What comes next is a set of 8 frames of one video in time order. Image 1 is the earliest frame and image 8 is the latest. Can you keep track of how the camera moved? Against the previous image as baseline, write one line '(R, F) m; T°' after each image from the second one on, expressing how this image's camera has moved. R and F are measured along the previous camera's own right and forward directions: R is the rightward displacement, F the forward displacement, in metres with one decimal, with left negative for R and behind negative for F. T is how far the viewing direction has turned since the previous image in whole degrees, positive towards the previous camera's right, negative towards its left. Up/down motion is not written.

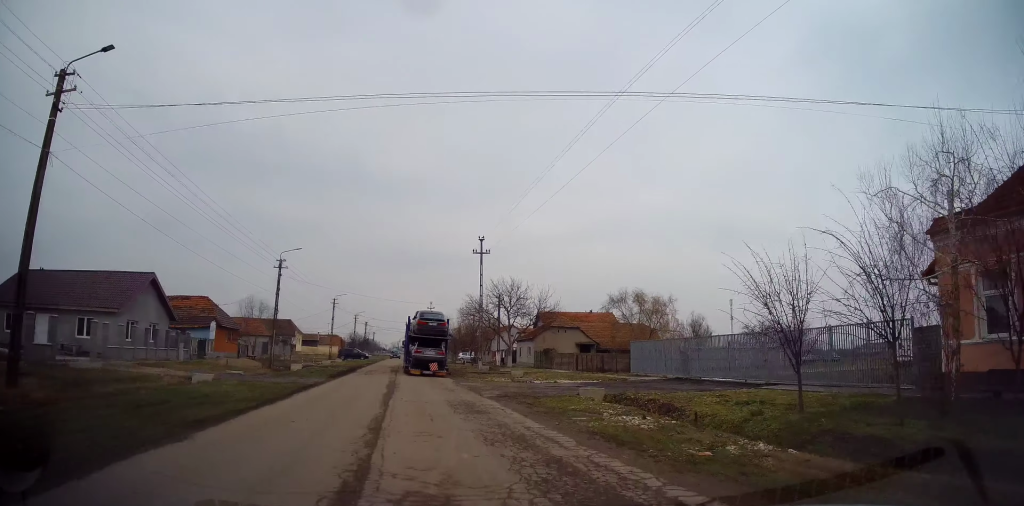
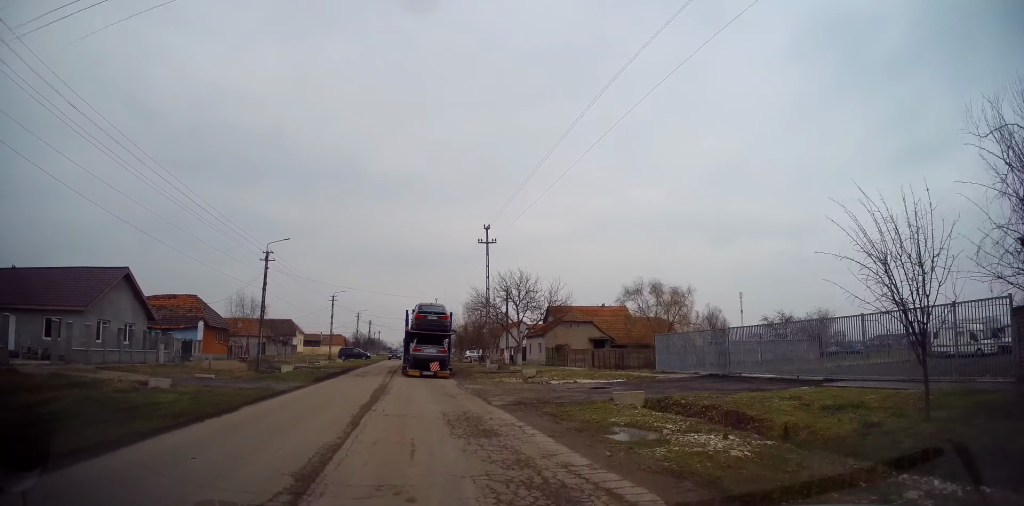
(-0.2, +3.5) m; 0°
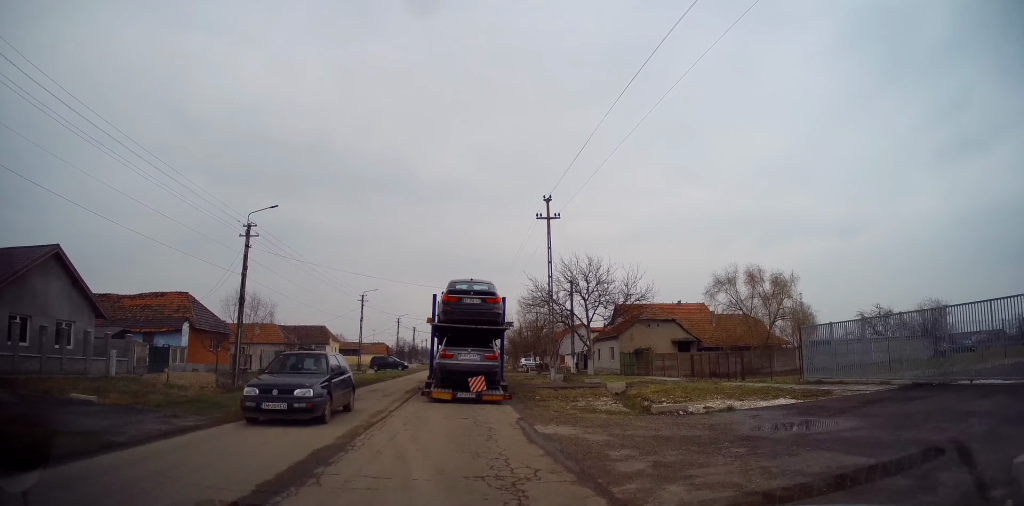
(0.0, +11.5) m; -3°
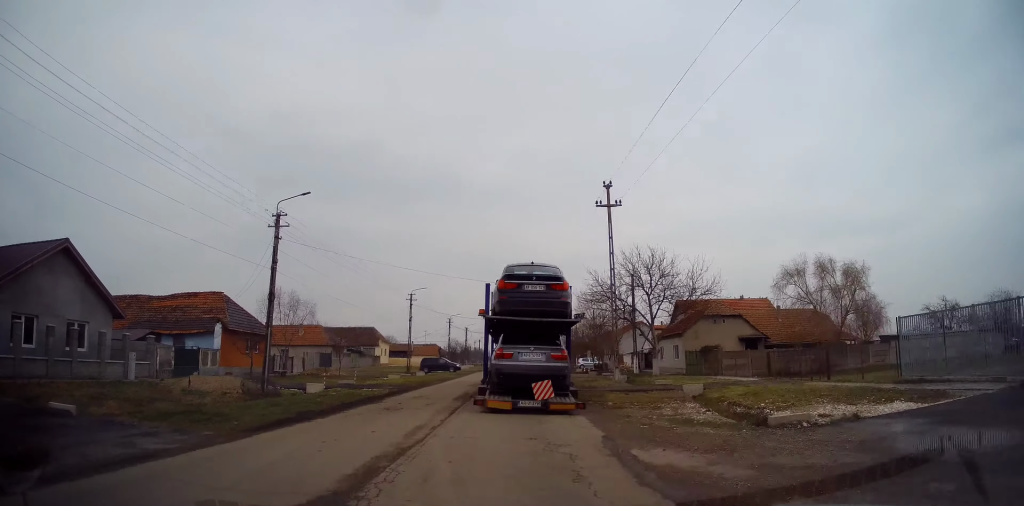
(-0.1, +2.5) m; -3°
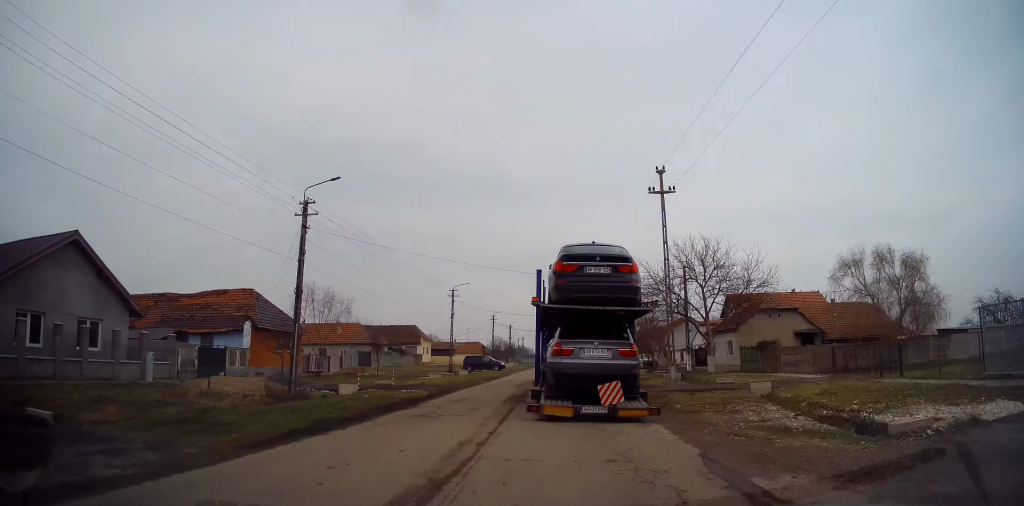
(0.0, +1.9) m; -4°
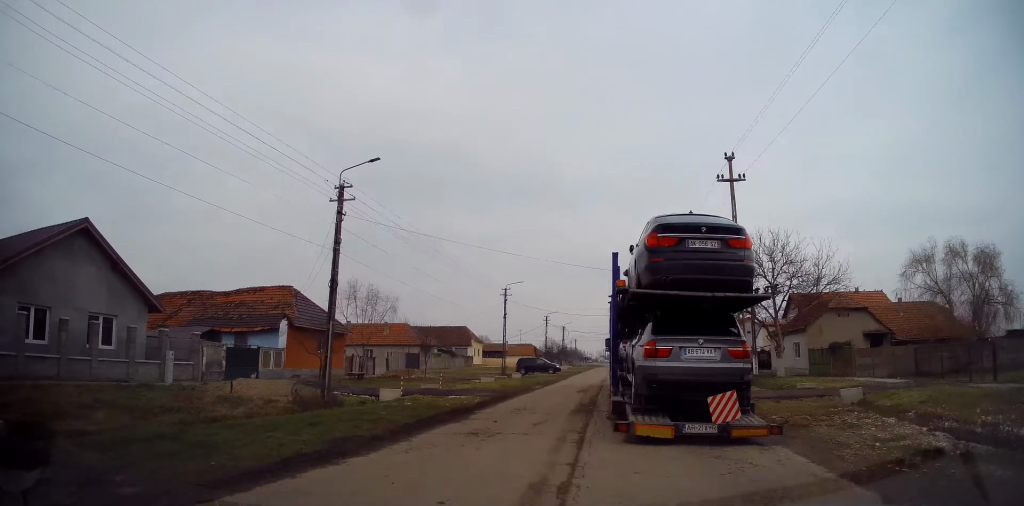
(+0.1, +2.4) m; -5°
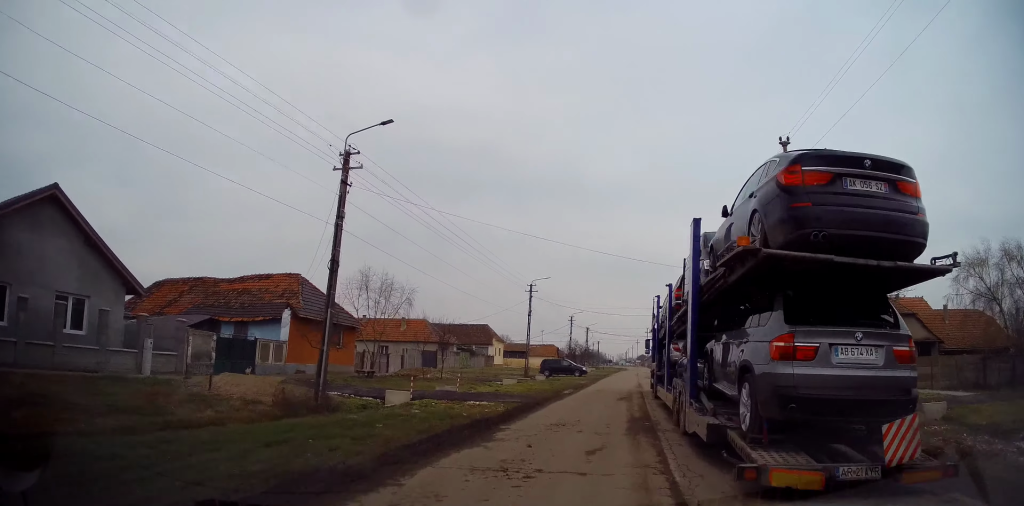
(-0.3, +3.3) m; -2°
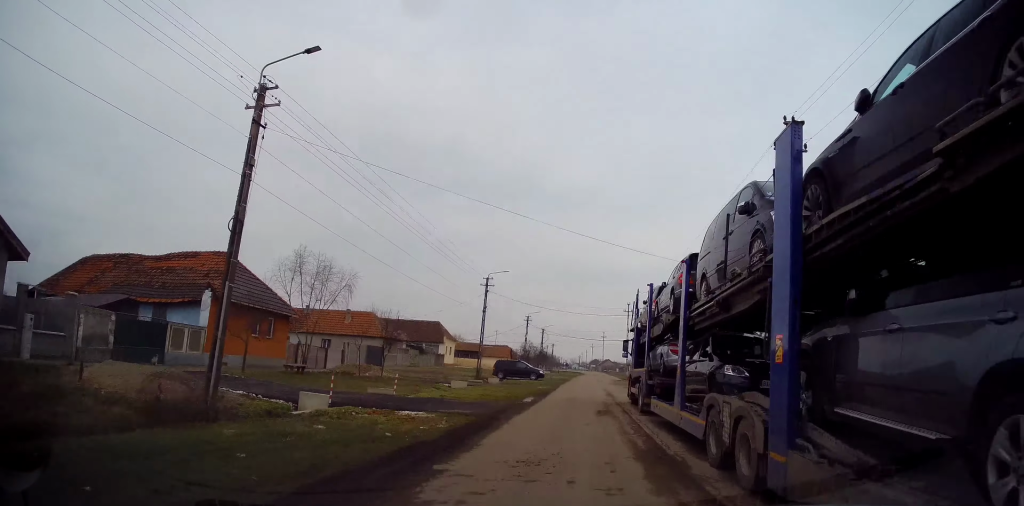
(-0.1, +3.9) m; +1°
